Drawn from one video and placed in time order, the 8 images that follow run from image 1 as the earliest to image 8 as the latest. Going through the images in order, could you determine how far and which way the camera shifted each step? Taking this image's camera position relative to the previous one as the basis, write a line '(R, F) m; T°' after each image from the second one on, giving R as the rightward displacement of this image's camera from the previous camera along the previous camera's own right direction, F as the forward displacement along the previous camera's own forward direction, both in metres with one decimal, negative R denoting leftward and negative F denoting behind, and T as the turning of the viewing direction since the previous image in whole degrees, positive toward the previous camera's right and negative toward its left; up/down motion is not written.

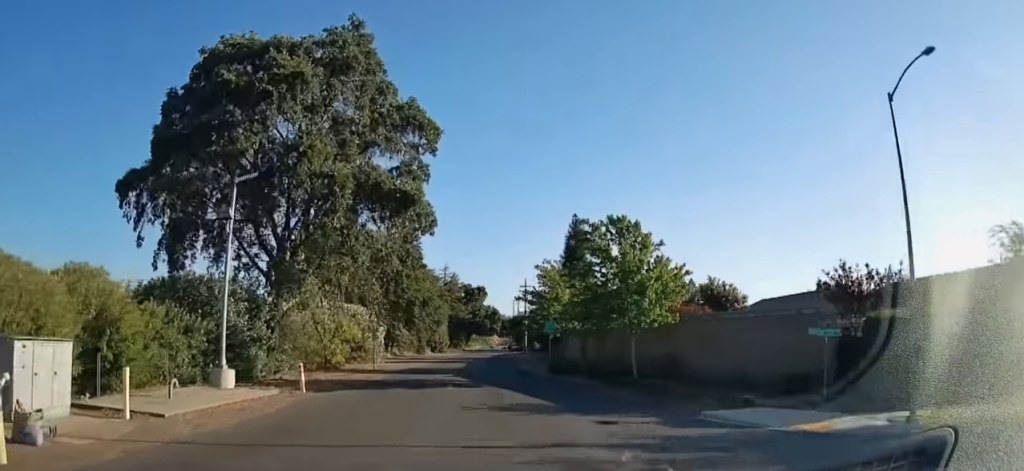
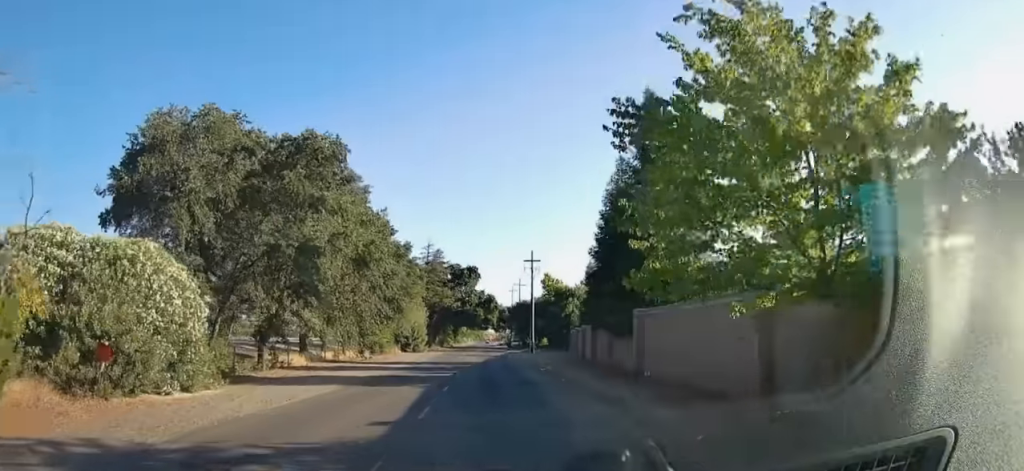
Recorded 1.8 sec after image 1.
(0.0, +30.0) m; 0°
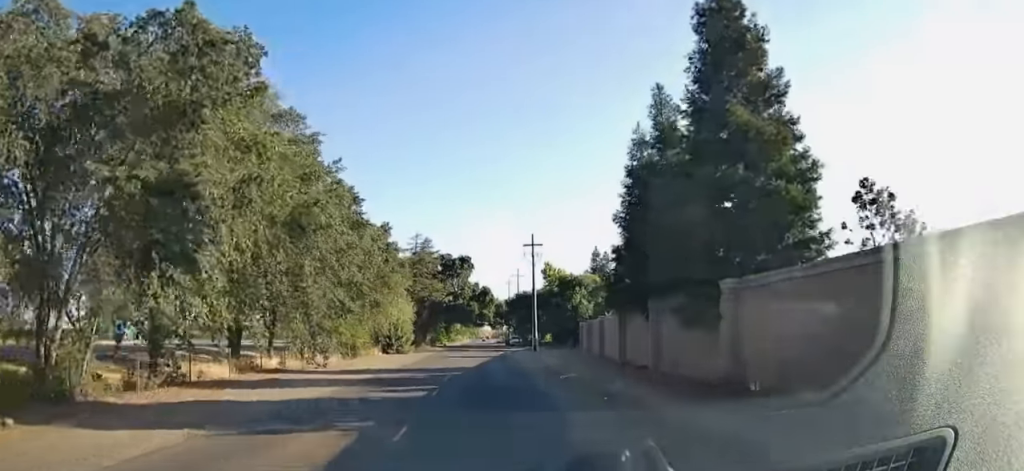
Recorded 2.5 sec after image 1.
(0.0, +11.0) m; 0°
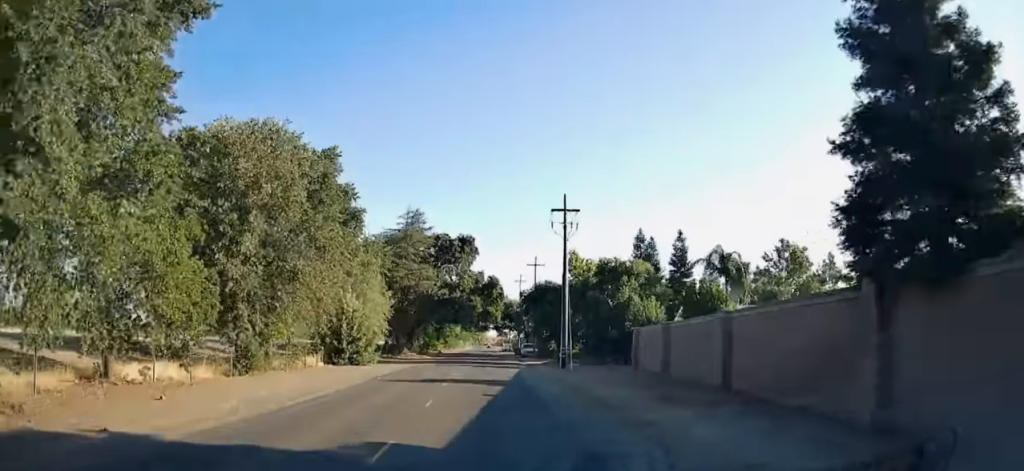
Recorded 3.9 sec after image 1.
(0.0, +23.6) m; 0°
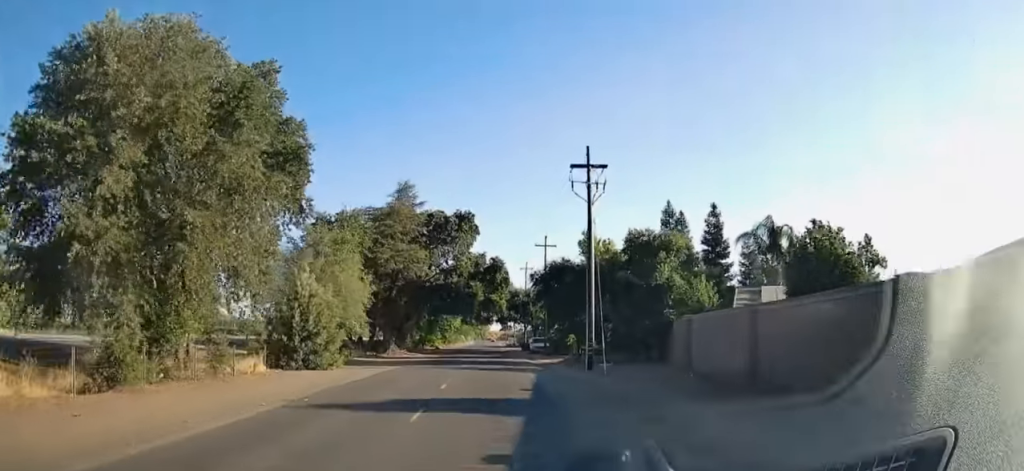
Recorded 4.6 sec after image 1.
(0.0, +10.9) m; 0°
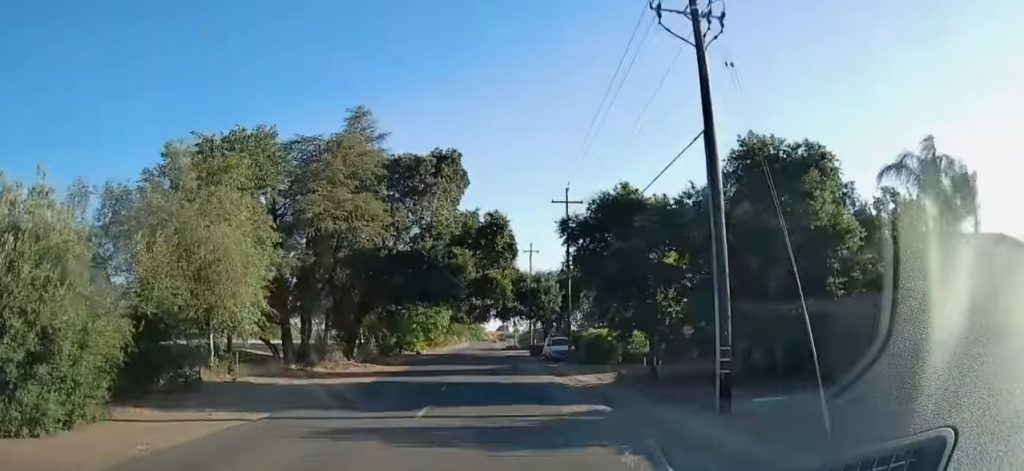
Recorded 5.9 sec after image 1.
(0.0, +21.3) m; 0°
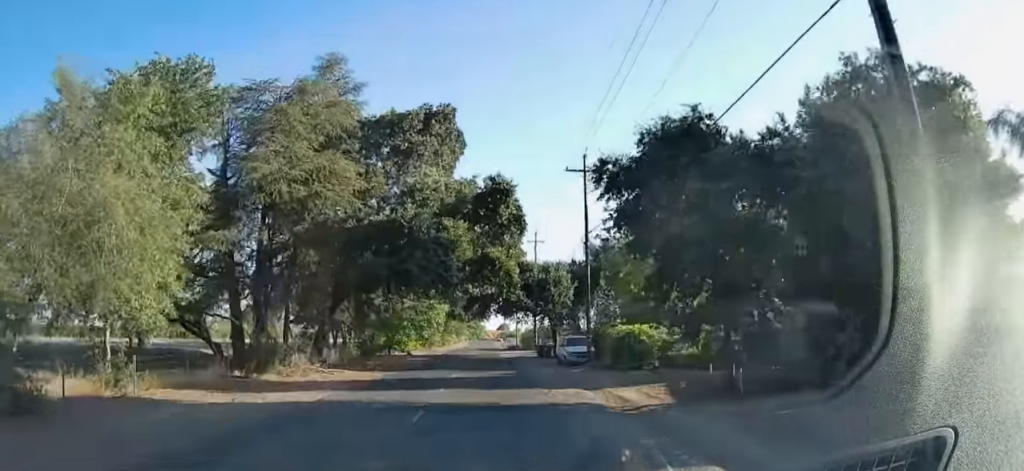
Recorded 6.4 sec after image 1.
(0.0, +8.2) m; 0°
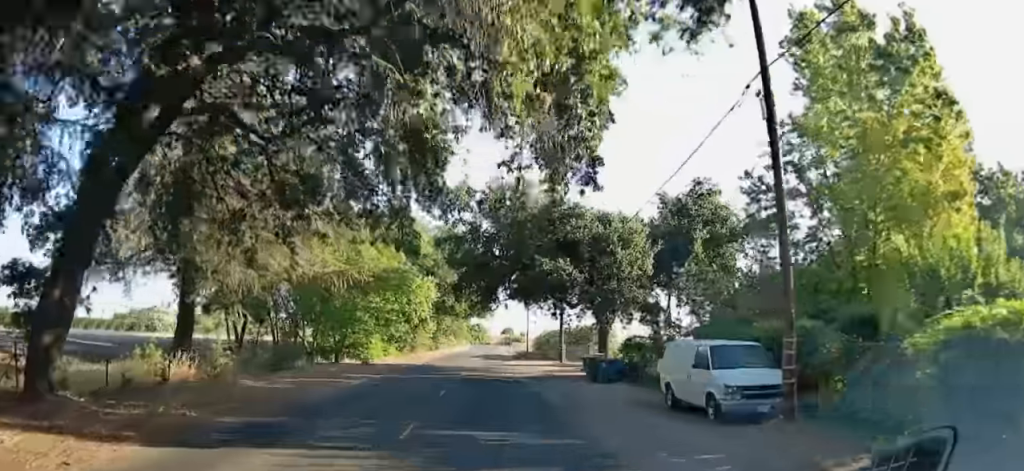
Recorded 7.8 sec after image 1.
(0.0, +23.5) m; 0°
